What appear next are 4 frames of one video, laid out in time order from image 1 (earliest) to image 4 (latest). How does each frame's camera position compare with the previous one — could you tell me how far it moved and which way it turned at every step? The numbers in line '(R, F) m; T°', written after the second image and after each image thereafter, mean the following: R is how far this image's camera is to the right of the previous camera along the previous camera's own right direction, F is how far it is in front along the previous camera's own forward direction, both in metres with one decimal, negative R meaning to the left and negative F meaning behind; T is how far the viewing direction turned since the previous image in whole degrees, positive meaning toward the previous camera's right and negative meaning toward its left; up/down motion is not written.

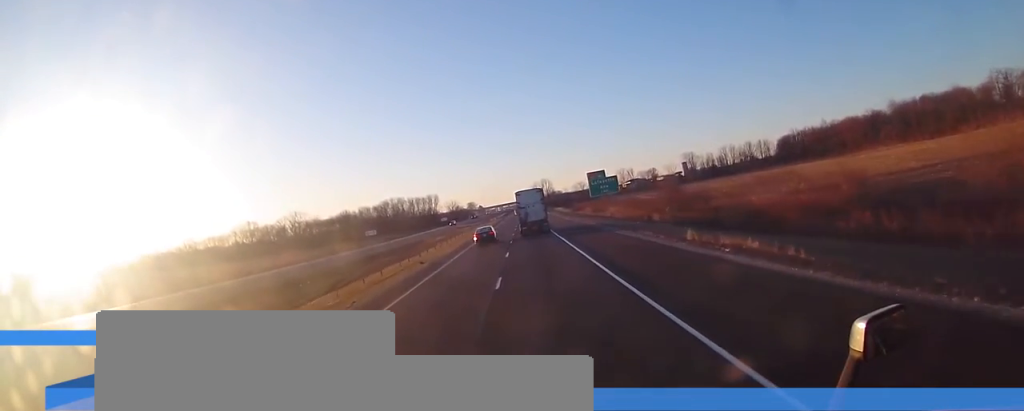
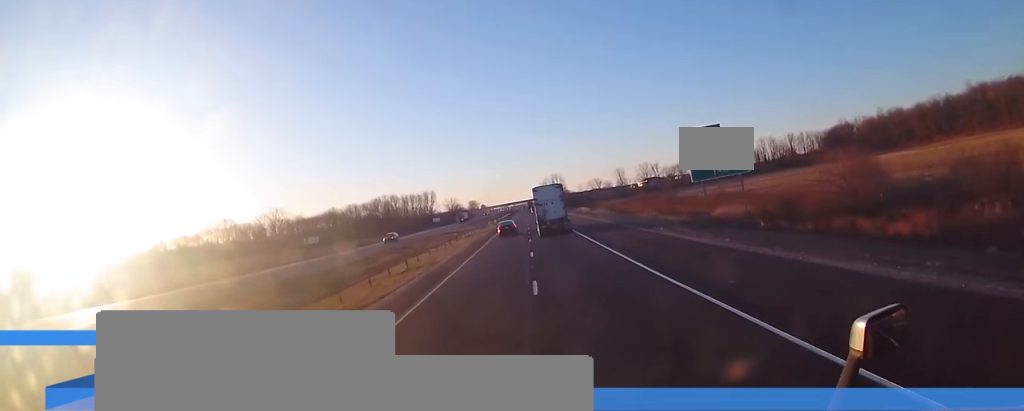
(-0.1, +51.3) m; 0°
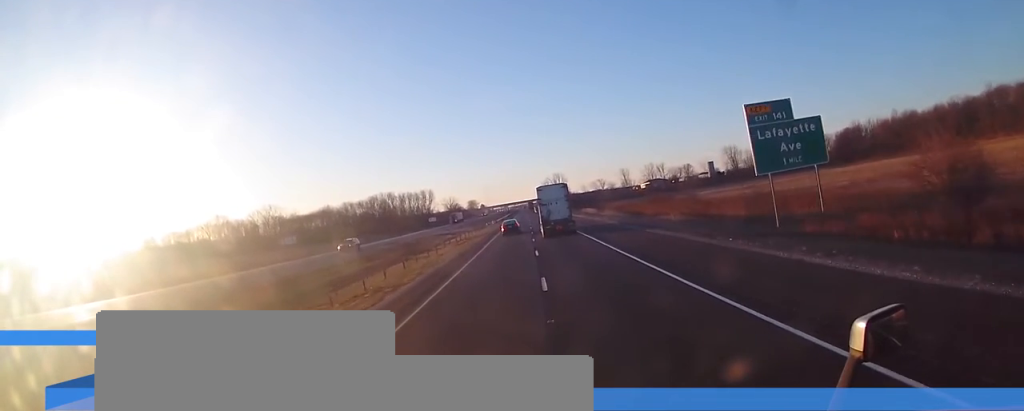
(+0.1, +12.3) m; 0°
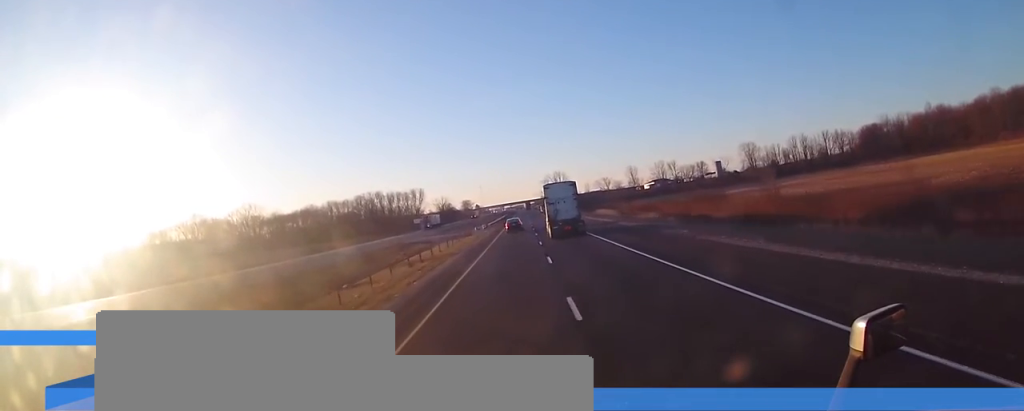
(-0.1, +29.3) m; -1°
